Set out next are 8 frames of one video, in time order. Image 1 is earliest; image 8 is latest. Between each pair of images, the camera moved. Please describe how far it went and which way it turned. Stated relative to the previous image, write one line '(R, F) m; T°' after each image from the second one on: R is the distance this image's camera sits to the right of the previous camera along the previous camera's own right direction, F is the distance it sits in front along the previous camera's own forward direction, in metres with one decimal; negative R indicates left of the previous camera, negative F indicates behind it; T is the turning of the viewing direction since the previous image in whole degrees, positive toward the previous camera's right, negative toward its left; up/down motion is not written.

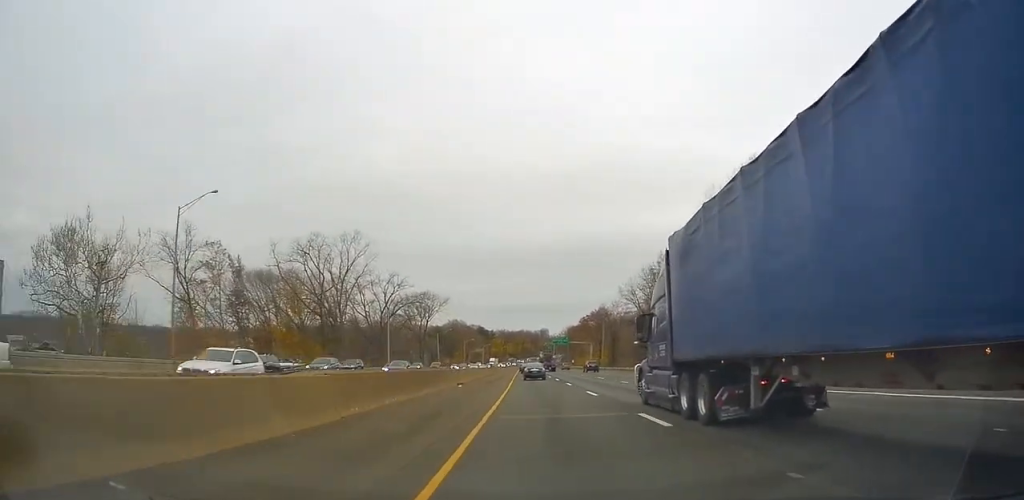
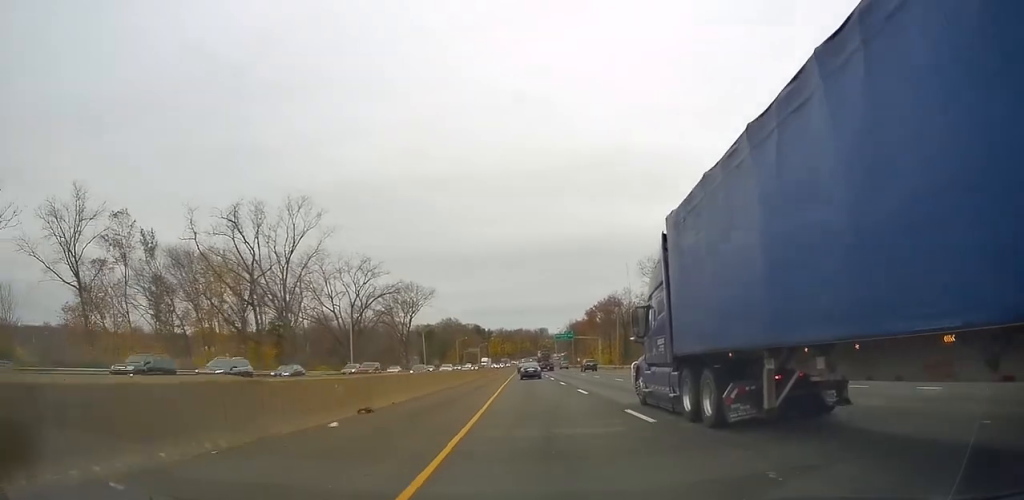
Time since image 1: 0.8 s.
(-0.2, +24.1) m; 0°
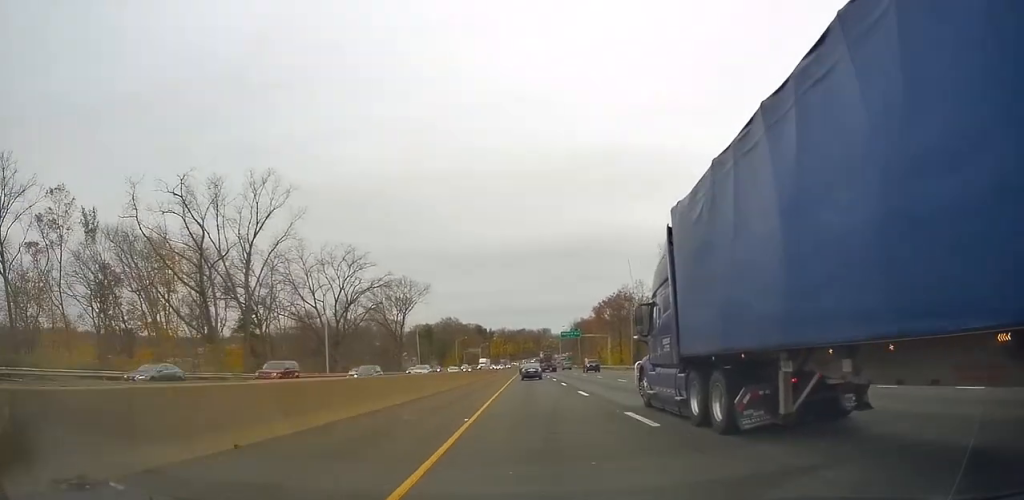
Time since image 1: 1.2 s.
(0.0, +12.6) m; 0°
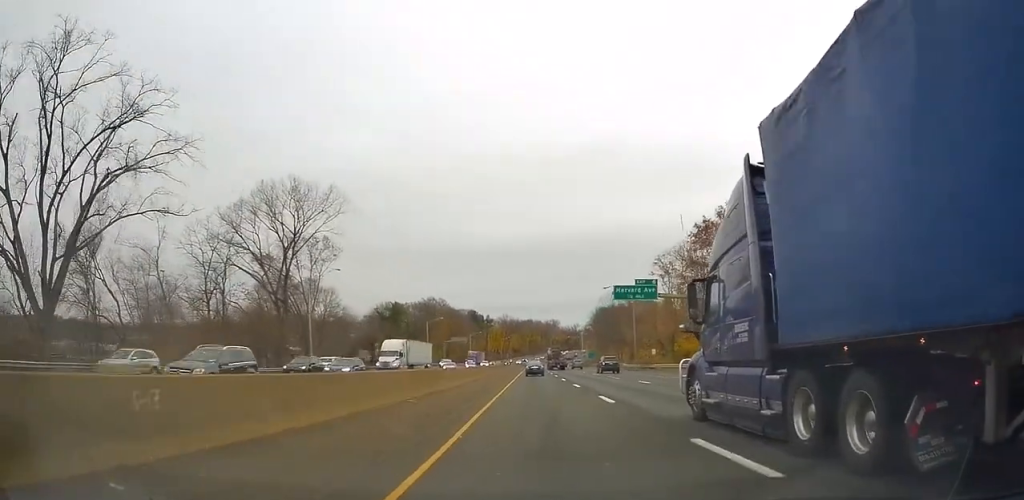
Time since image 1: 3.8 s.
(+1.2, +78.5) m; 0°
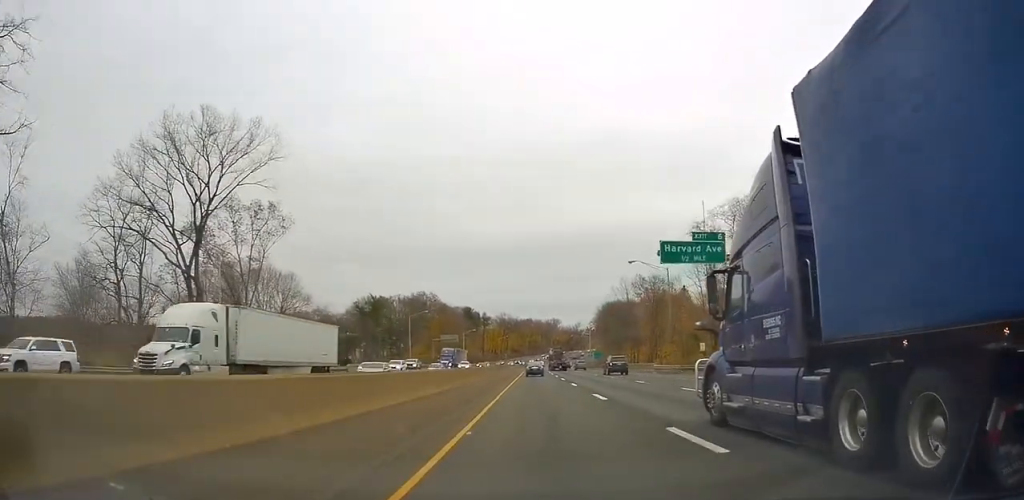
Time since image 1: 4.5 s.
(0.0, +22.5) m; 0°
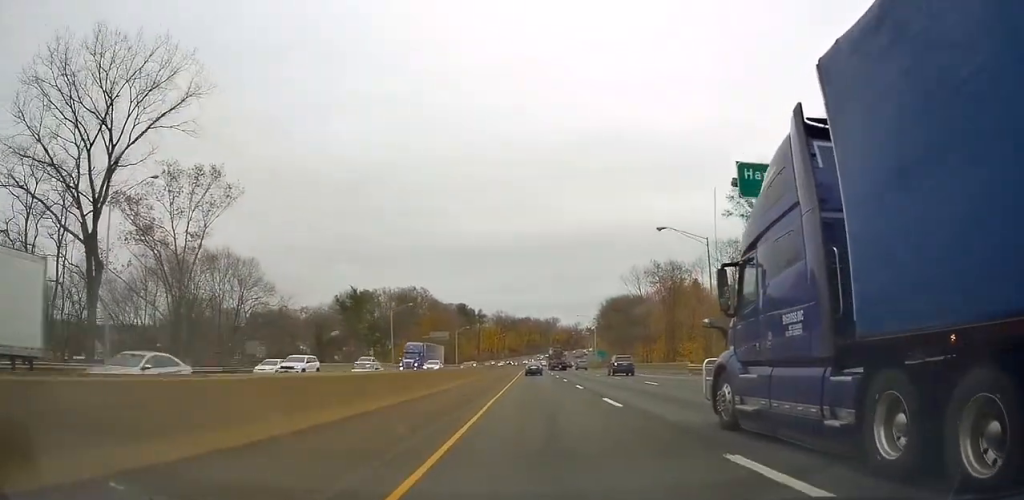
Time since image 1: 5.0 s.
(0.0, +15.7) m; 0°
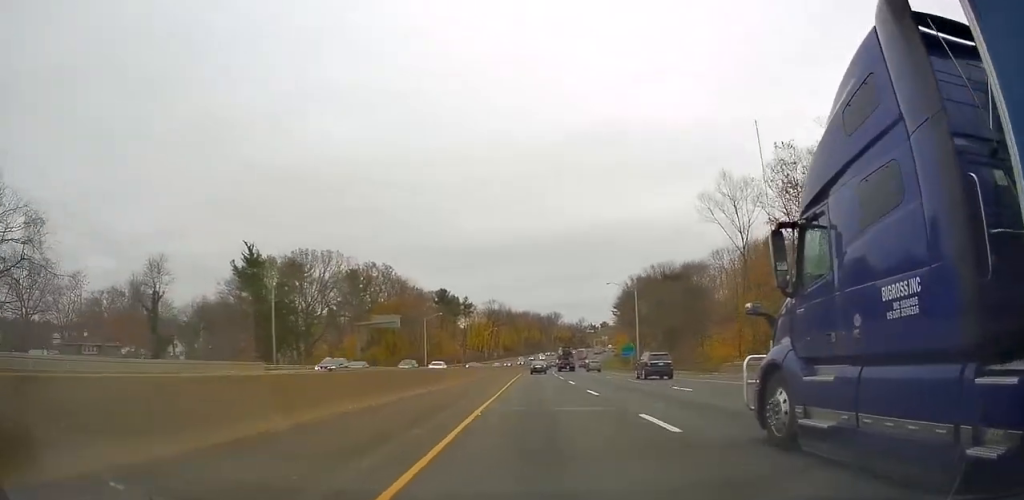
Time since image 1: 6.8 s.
(-0.7, +55.1) m; 0°
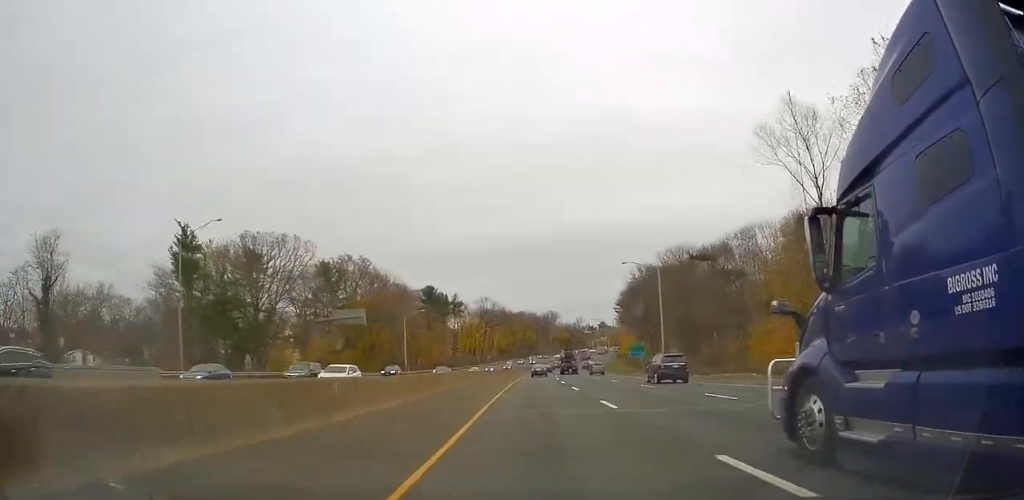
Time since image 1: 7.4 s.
(+0.2, +17.9) m; +1°
